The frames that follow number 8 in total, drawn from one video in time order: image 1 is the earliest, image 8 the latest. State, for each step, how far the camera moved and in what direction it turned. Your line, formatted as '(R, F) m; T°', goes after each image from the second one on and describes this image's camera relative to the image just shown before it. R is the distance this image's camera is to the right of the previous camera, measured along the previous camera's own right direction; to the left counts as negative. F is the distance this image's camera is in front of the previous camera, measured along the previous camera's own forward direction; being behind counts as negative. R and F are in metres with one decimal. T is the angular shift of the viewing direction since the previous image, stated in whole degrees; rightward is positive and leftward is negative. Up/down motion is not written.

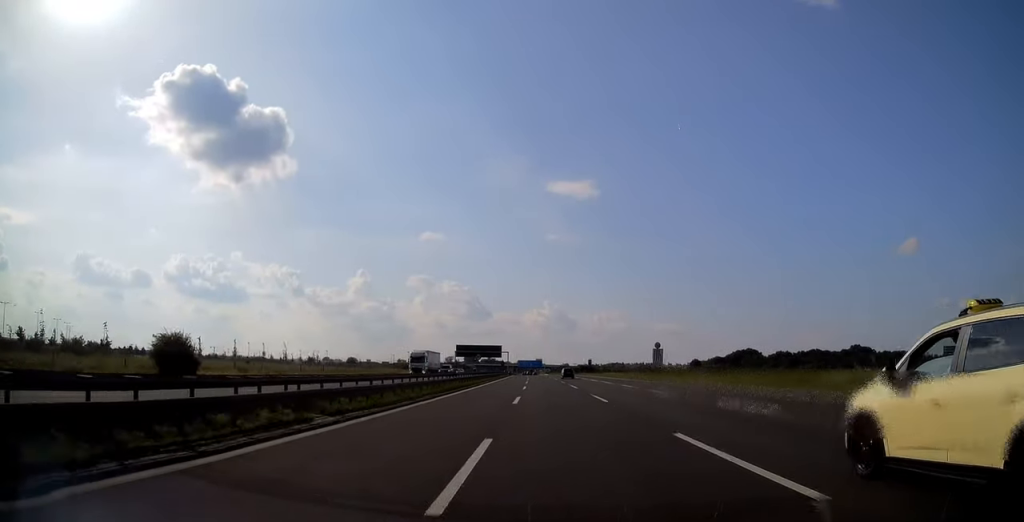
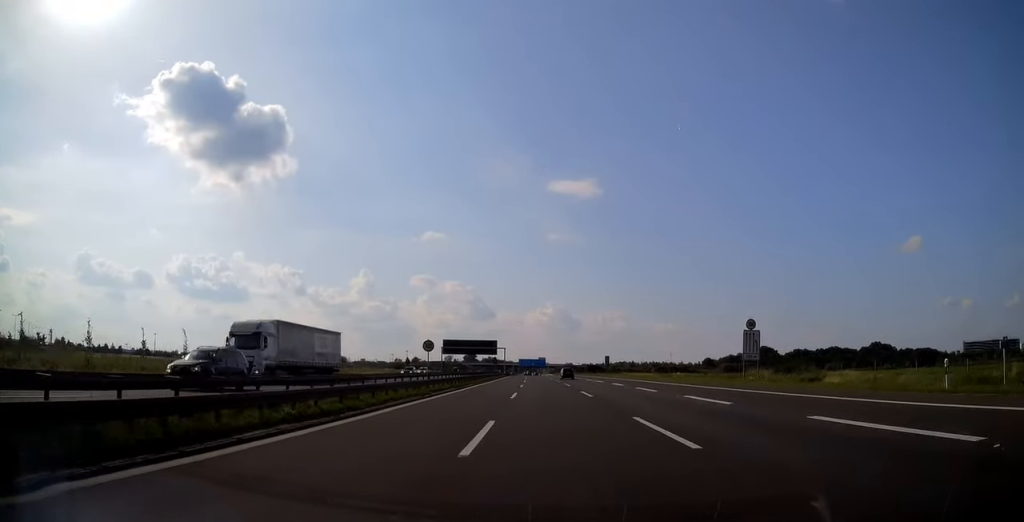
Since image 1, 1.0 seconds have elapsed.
(-0.3, +32.1) m; 0°
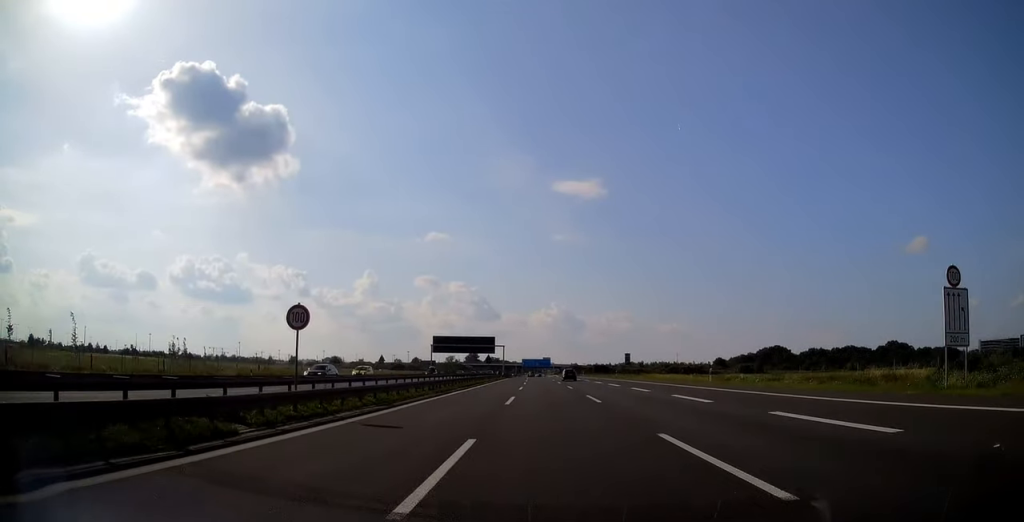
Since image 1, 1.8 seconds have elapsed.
(-0.1, +22.1) m; 0°
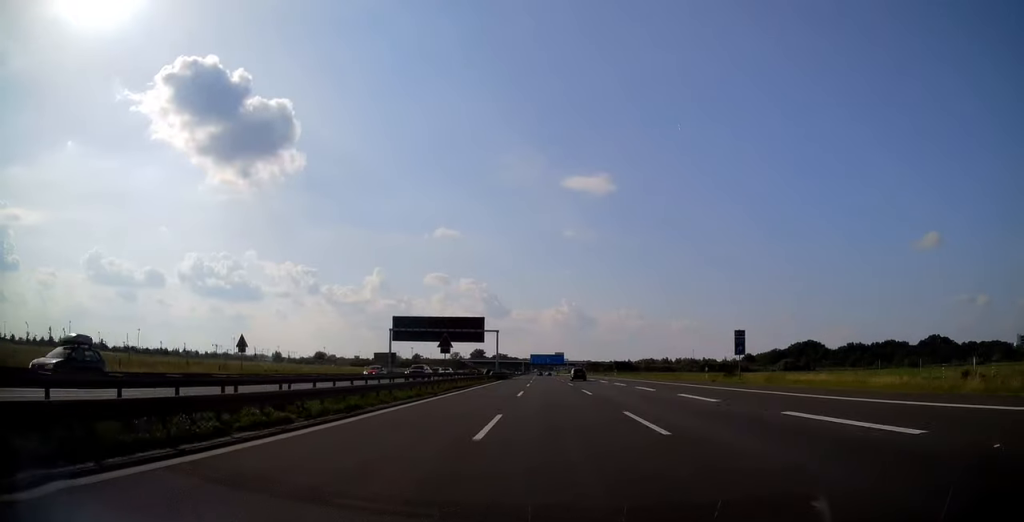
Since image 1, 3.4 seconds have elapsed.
(-0.2, +48.7) m; -1°
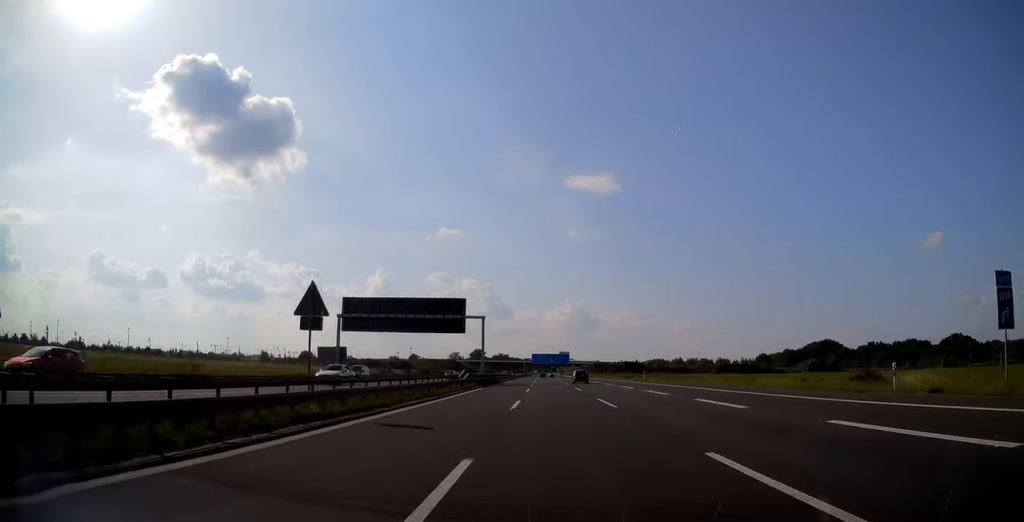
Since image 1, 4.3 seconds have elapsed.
(+0.1, +26.8) m; 0°
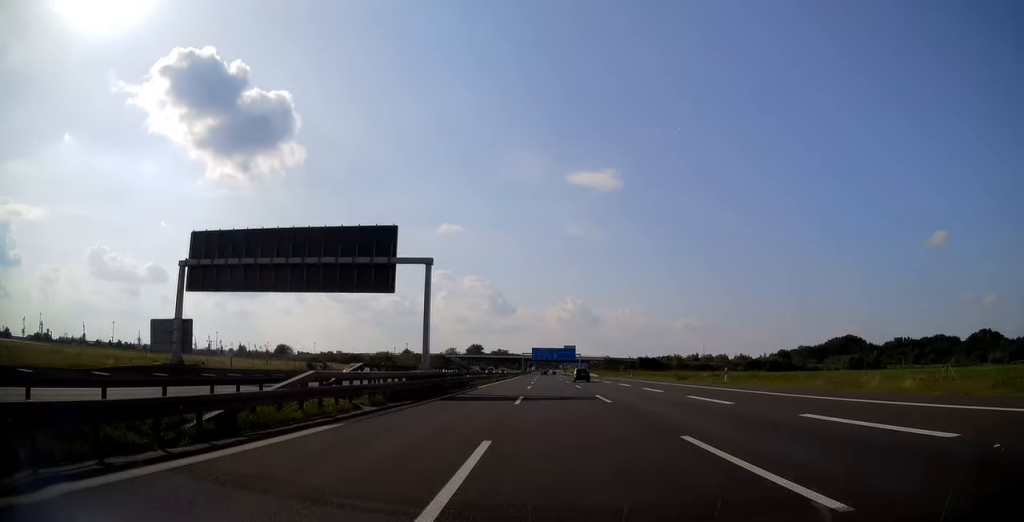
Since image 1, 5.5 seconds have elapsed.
(-0.4, +34.5) m; 0°
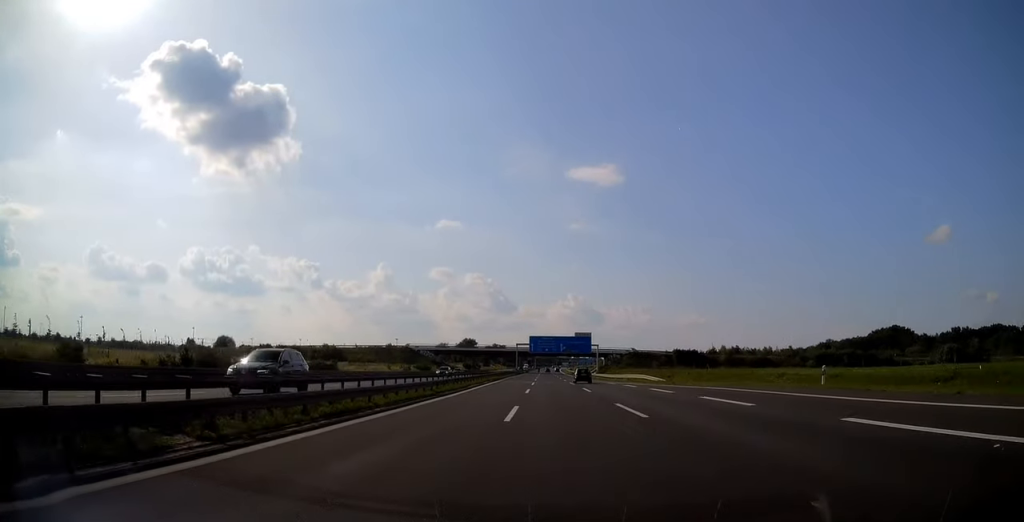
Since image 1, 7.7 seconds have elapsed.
(-0.2, +61.5) m; 0°
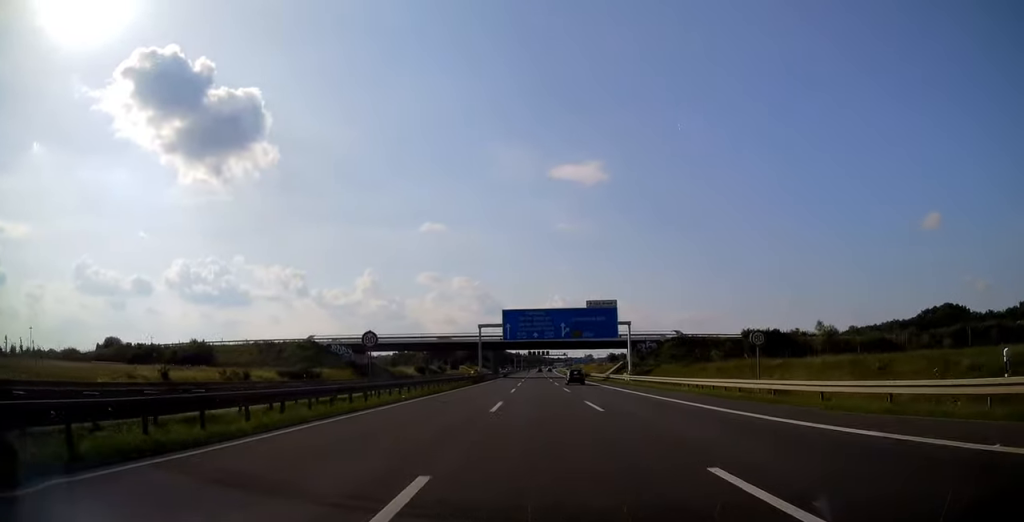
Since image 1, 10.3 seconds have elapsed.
(+0.1, +68.5) m; +1°
